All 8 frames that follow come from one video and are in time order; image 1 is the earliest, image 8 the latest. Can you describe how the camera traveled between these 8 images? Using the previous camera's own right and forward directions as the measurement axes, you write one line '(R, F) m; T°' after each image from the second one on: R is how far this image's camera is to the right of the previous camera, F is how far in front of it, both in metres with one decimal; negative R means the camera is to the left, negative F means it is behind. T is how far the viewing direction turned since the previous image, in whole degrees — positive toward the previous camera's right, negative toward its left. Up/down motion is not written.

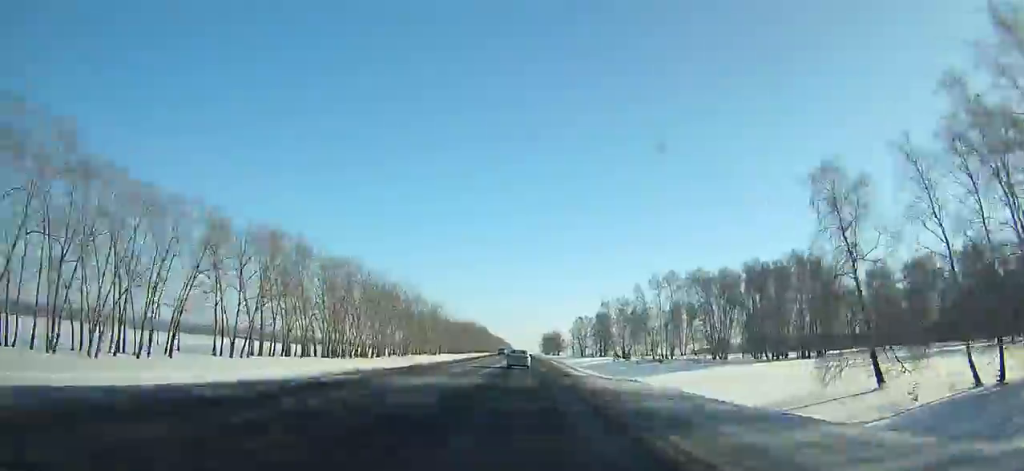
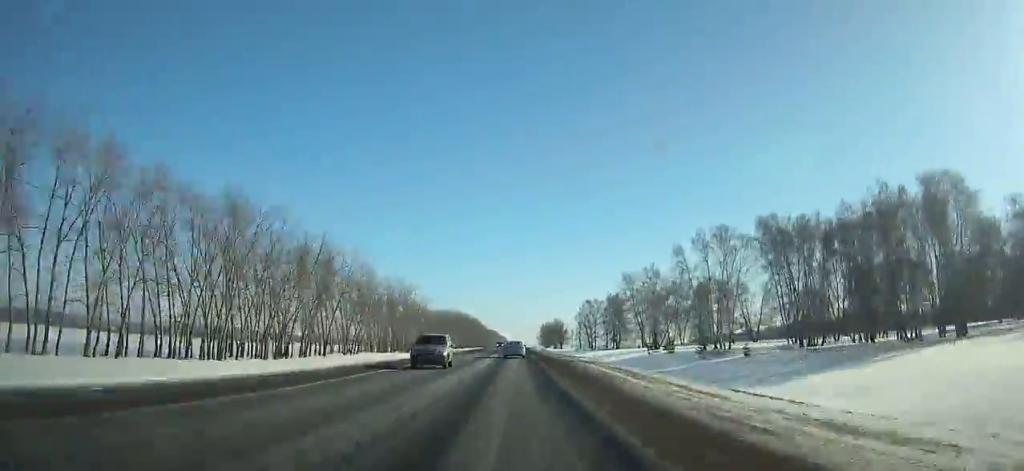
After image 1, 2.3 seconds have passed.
(+0.1, +48.9) m; 0°
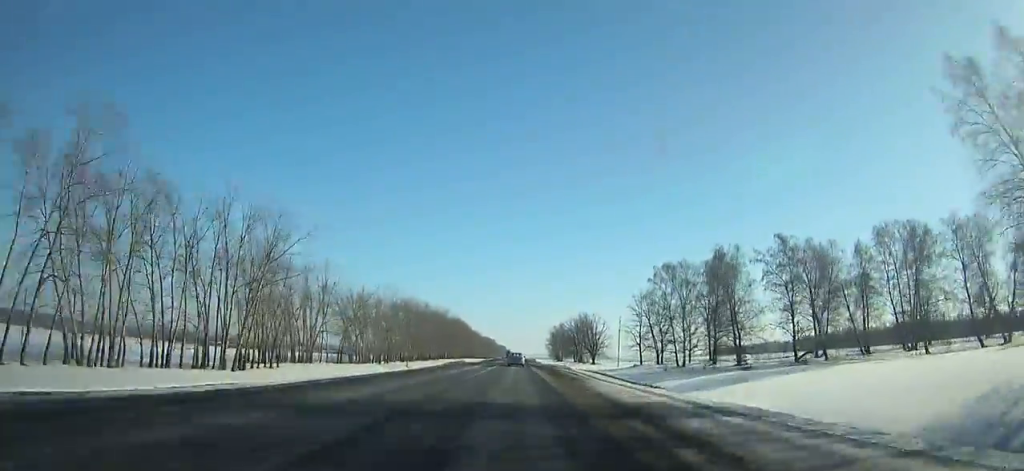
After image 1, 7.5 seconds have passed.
(0.0, +114.0) m; 0°
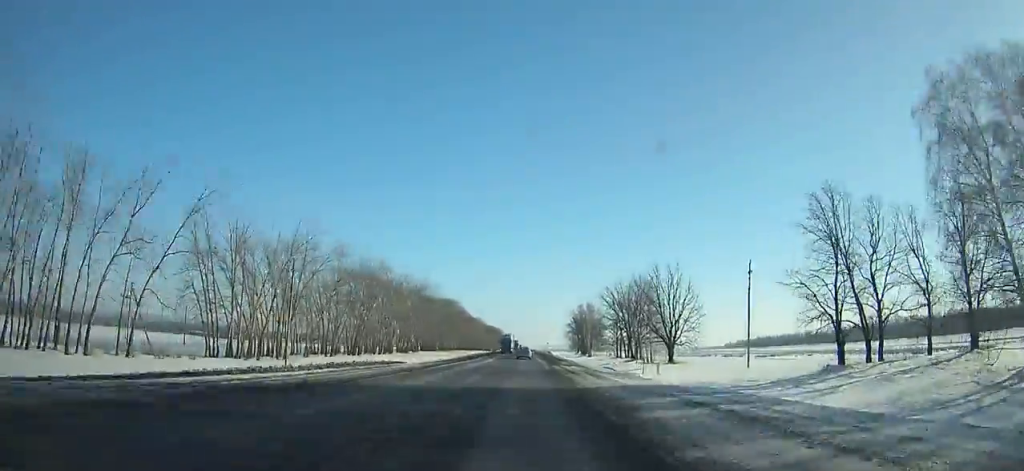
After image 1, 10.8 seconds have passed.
(0.0, +75.5) m; 0°
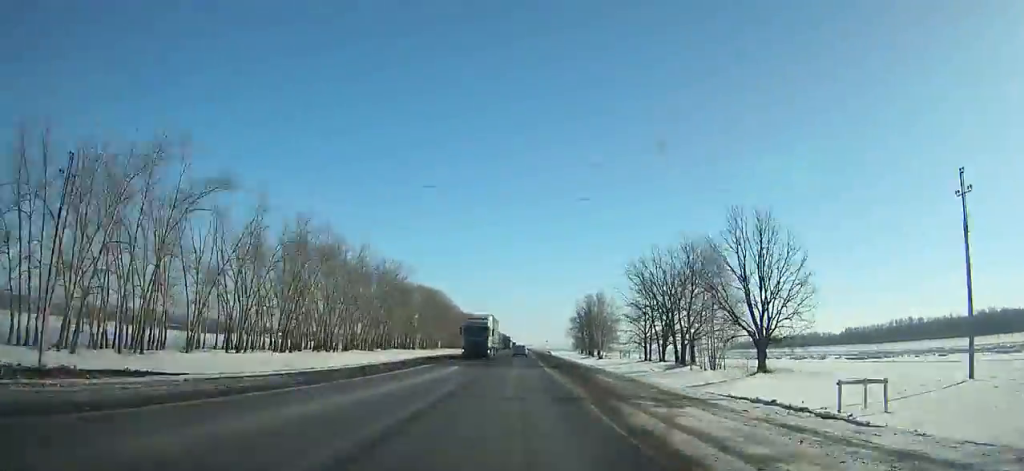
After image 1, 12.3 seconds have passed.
(+0.1, +34.9) m; 0°
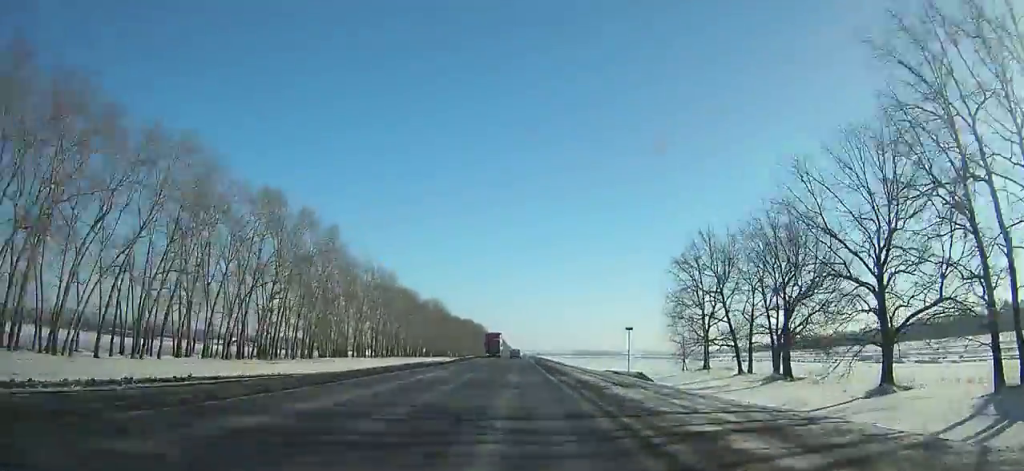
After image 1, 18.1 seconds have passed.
(+0.2, +139.6) m; 0°
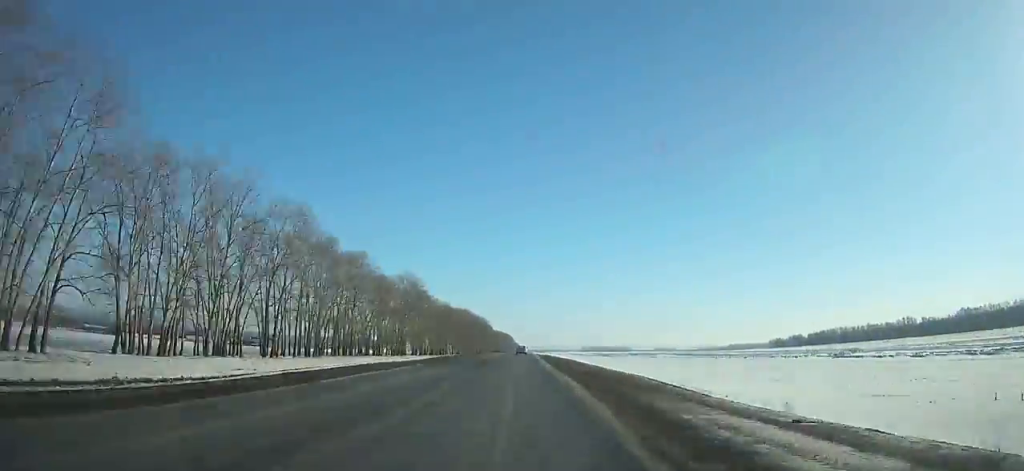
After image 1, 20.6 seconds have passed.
(-0.1, +62.8) m; 0°
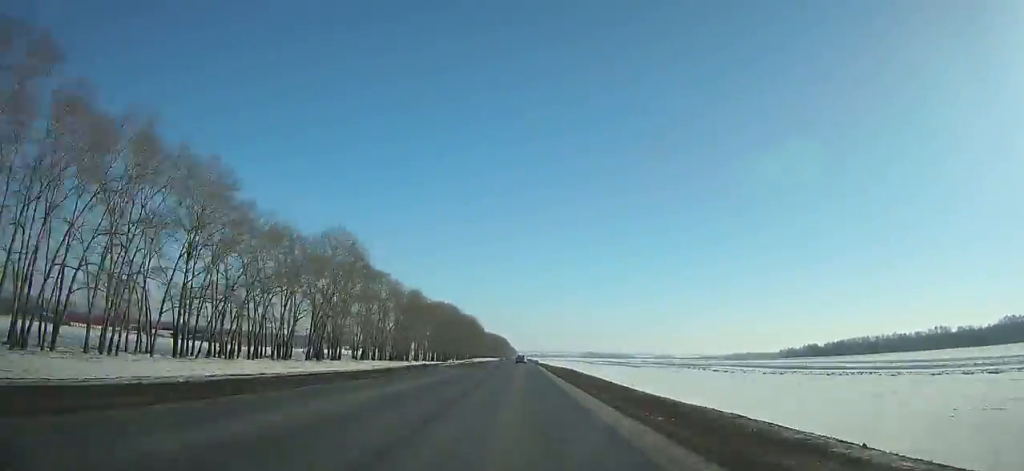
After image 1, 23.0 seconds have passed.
(0.0, +61.3) m; 0°
